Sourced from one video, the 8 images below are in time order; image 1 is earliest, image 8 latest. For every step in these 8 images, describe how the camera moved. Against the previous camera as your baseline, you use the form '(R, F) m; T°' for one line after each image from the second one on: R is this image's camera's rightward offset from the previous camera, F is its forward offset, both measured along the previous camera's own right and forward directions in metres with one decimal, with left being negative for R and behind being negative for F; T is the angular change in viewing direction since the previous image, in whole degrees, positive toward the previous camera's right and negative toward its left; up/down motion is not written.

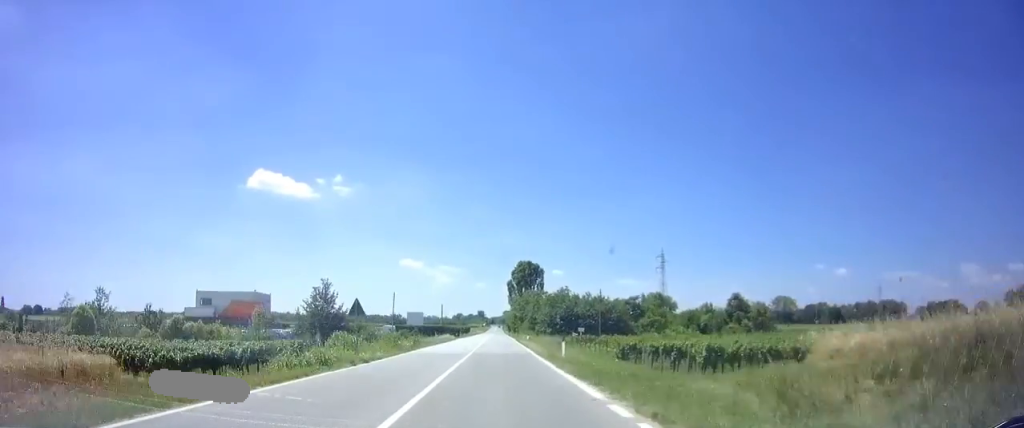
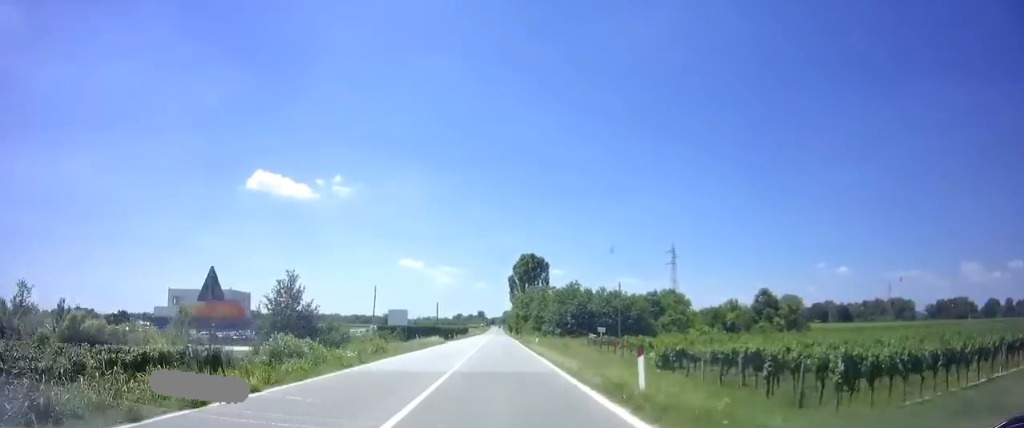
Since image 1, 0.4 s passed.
(-0.1, +12.6) m; 0°
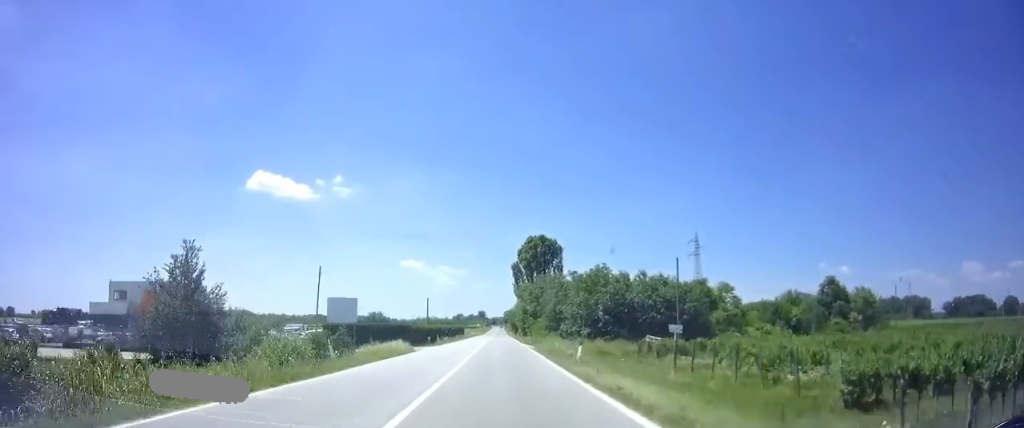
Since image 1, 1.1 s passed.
(-0.2, +19.3) m; -1°
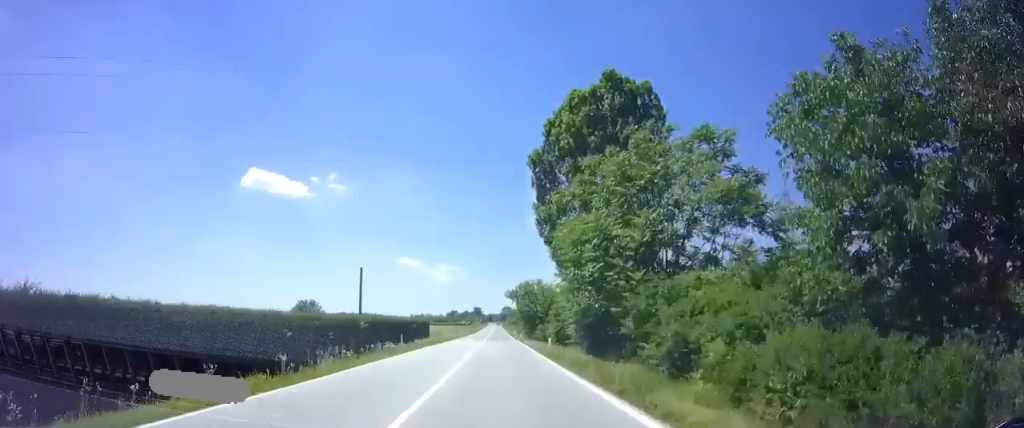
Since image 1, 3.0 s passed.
(+0.9, +54.3) m; +1°
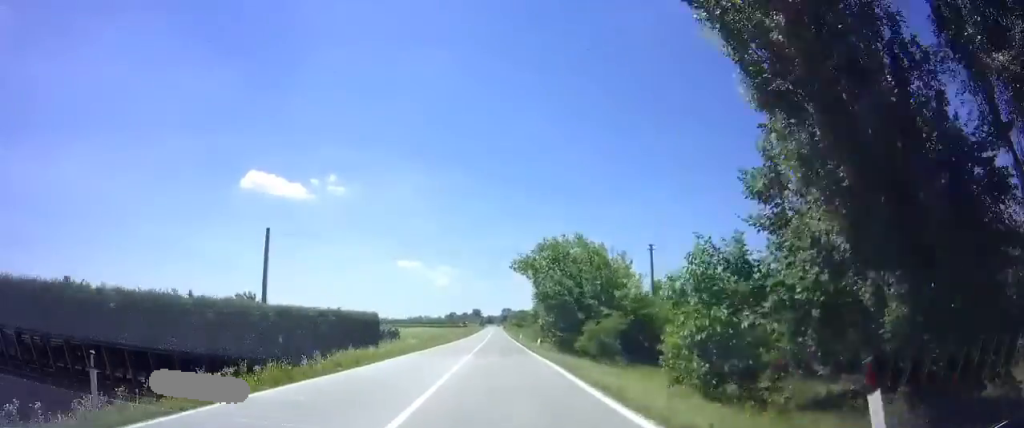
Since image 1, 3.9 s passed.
(-0.4, +25.1) m; -1°
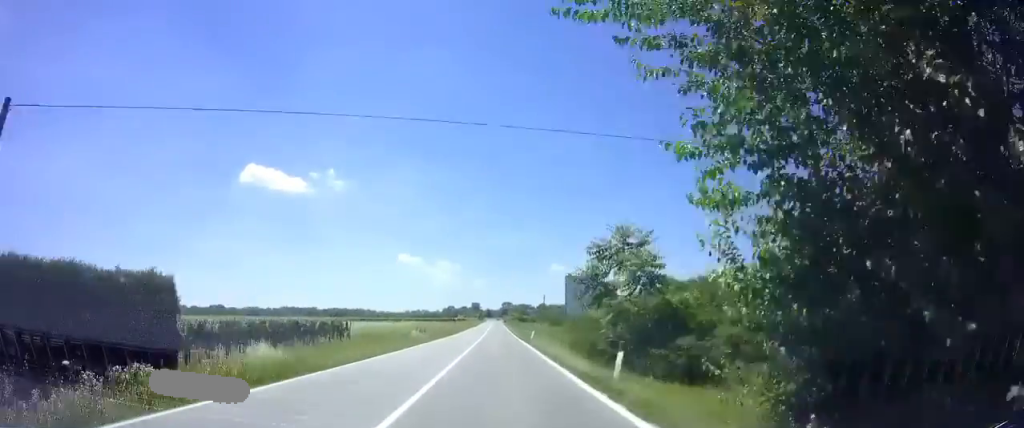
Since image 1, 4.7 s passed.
(-0.1, +23.0) m; 0°
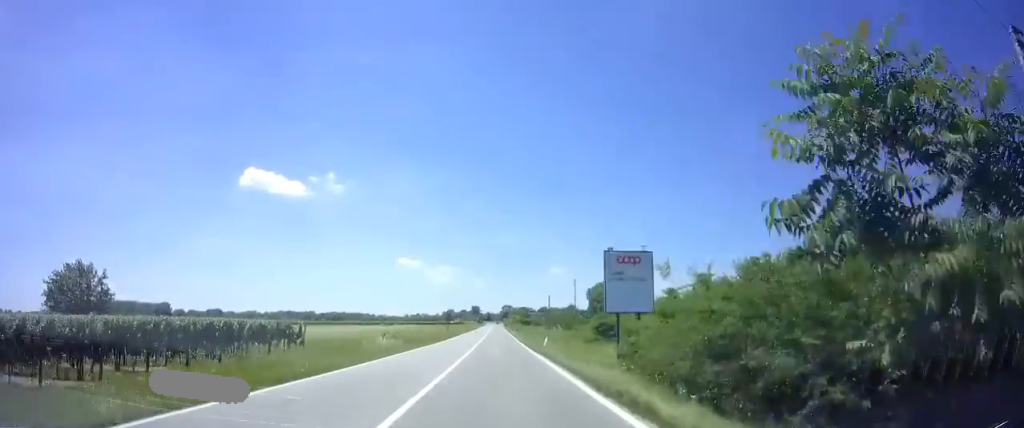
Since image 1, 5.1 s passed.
(-0.1, +11.0) m; 0°
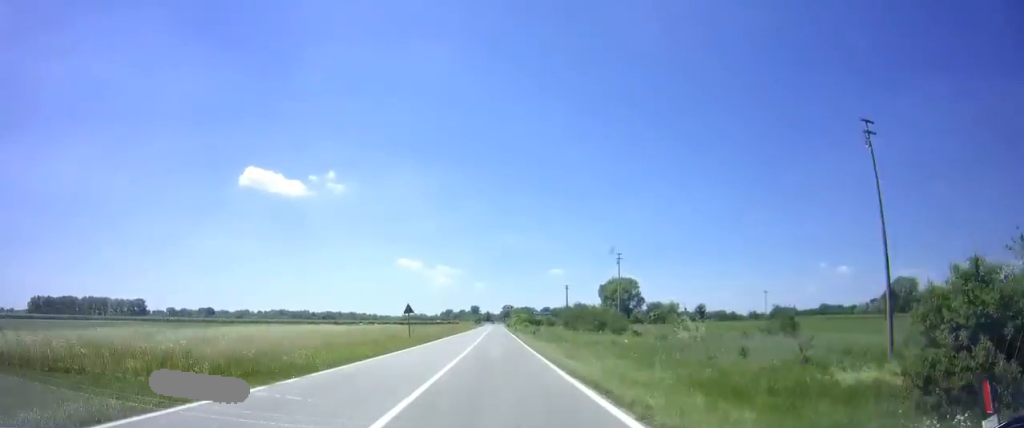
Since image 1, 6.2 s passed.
(+0.4, +28.7) m; 0°
